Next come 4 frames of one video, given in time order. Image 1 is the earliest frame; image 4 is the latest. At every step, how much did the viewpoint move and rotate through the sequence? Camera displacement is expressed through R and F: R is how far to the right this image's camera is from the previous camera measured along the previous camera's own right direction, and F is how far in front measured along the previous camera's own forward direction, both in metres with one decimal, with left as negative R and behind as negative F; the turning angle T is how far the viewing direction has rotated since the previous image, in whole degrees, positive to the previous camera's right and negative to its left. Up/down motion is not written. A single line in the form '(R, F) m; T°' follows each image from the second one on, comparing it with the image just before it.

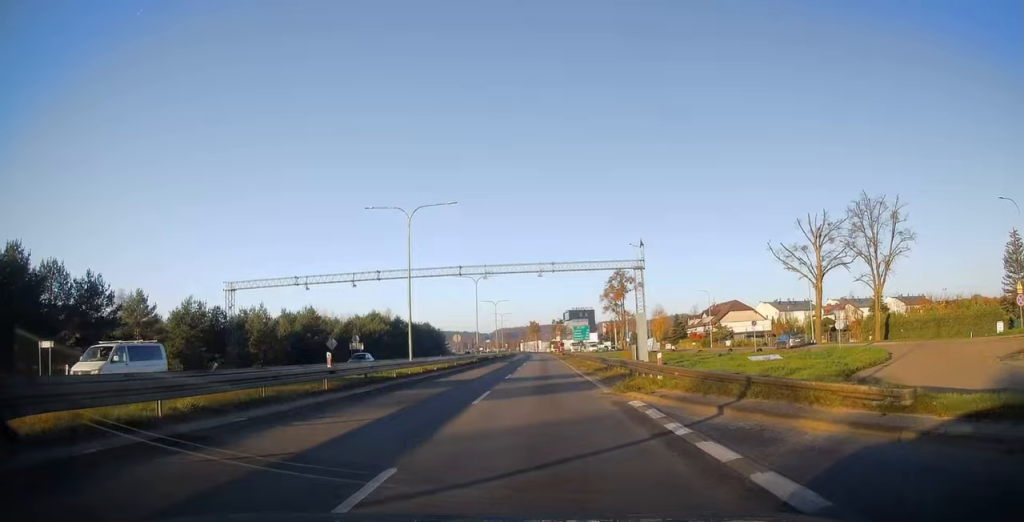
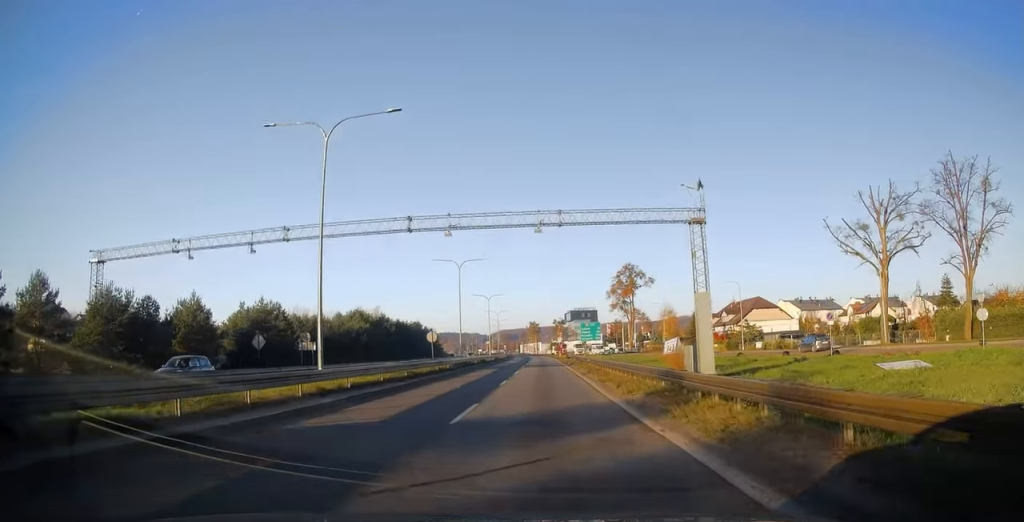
(-0.4, +15.8) m; 0°
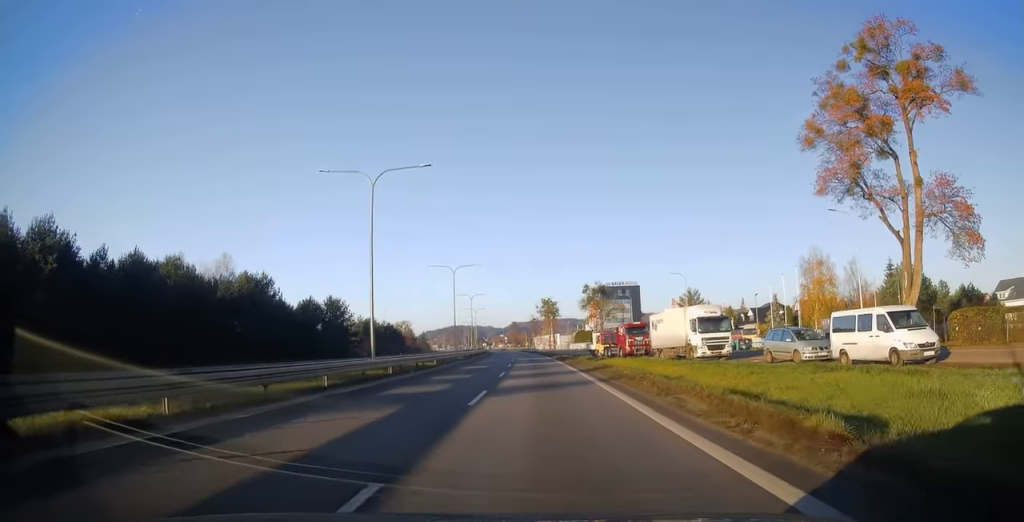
(-0.5, +108.0) m; -1°
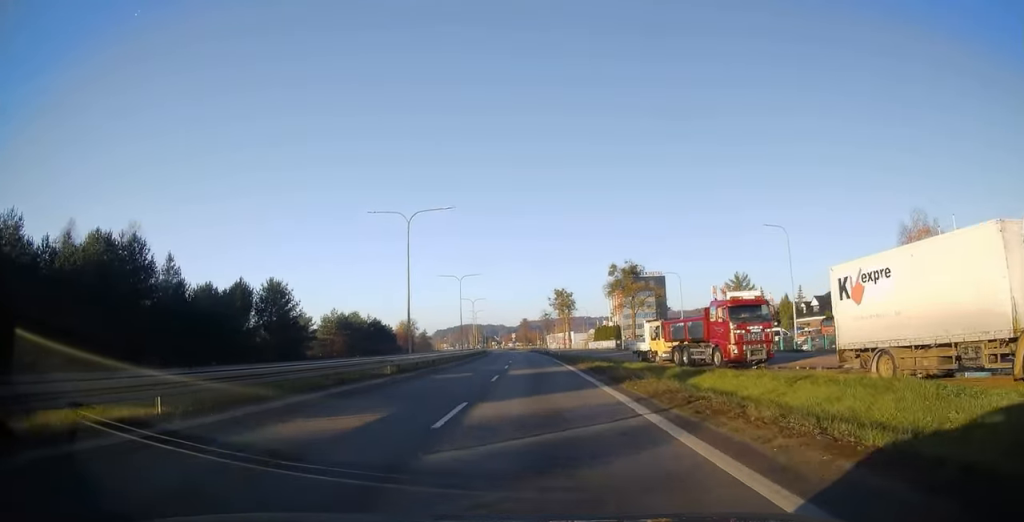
(0.0, +28.4) m; -1°
